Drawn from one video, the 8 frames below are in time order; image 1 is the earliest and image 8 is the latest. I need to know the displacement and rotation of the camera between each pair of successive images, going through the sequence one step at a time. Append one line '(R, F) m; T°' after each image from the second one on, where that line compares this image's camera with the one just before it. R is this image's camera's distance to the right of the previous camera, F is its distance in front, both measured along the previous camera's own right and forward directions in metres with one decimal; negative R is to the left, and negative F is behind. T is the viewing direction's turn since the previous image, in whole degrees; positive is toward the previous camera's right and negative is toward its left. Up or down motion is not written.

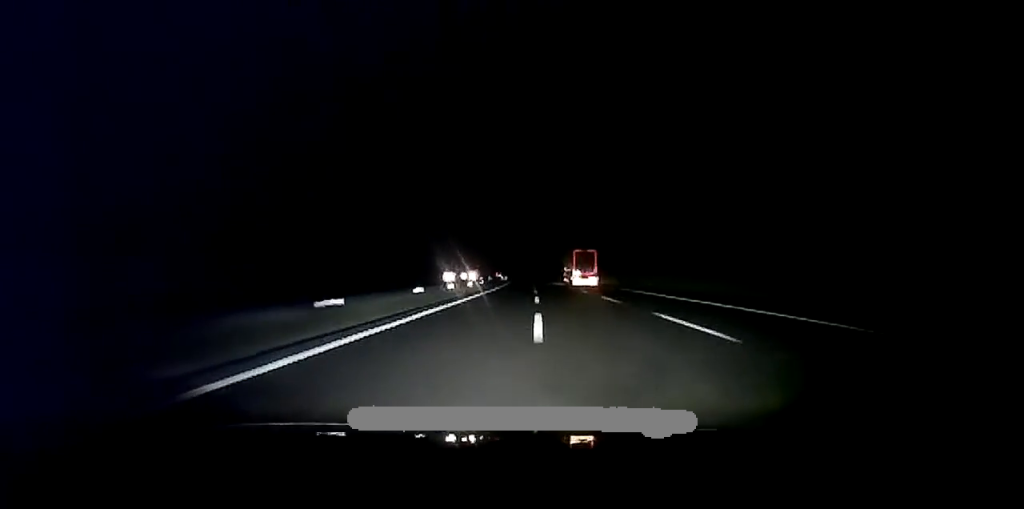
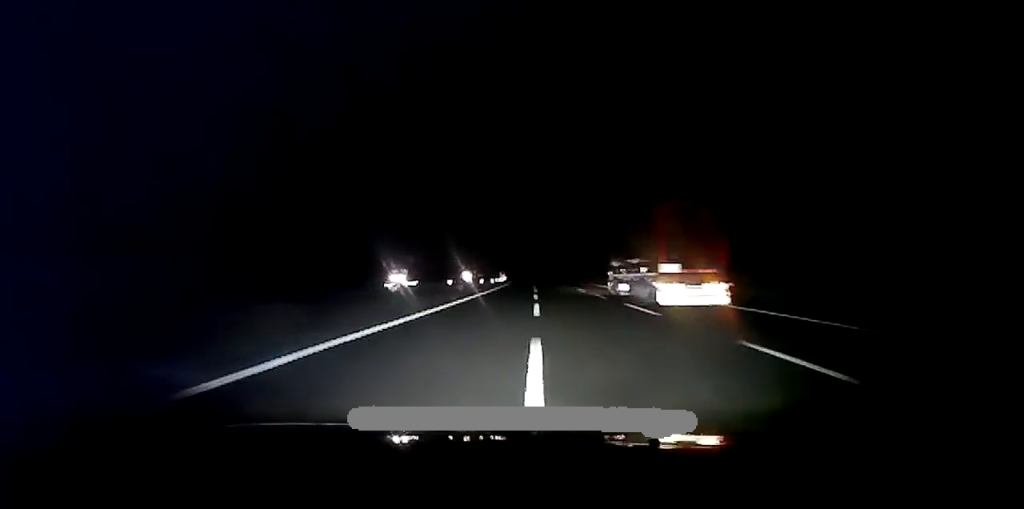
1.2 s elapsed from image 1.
(-0.8, +70.5) m; -1°
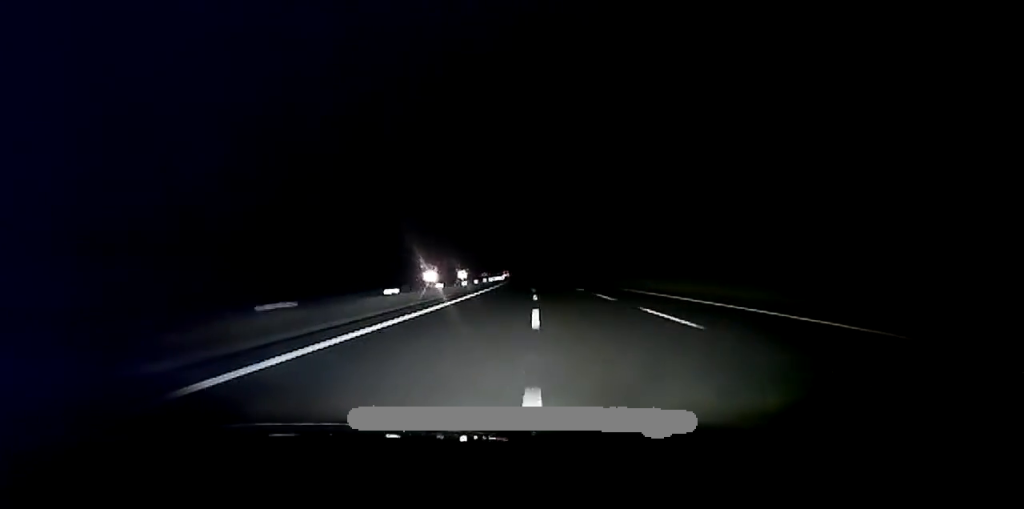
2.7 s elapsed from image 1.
(-1.7, +95.0) m; -2°
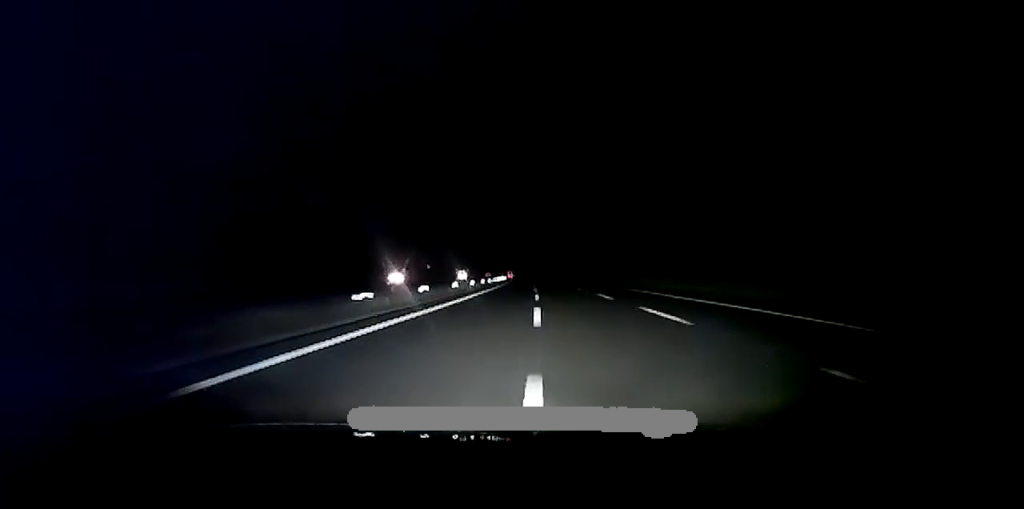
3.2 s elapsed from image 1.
(0.0, +29.3) m; 0°
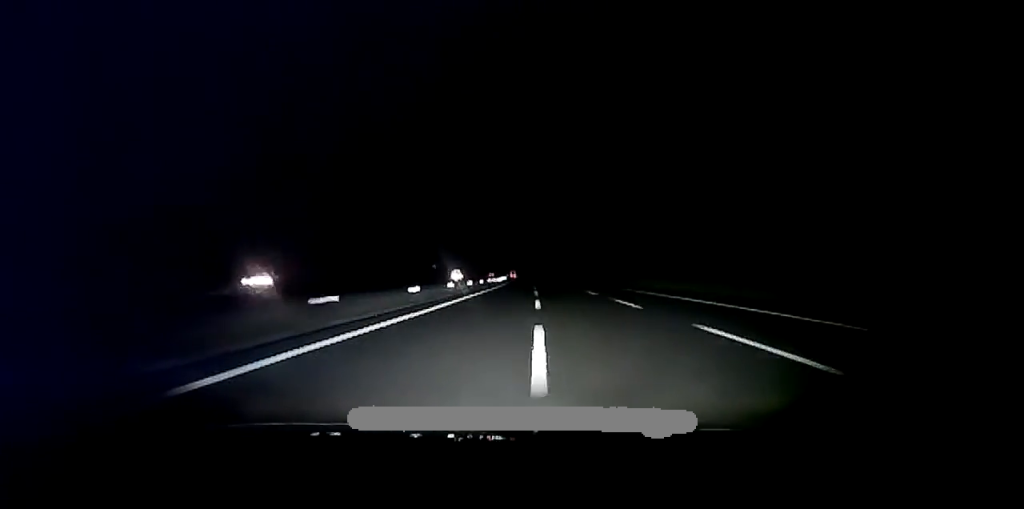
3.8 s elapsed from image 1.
(+0.1, +36.6) m; 0°
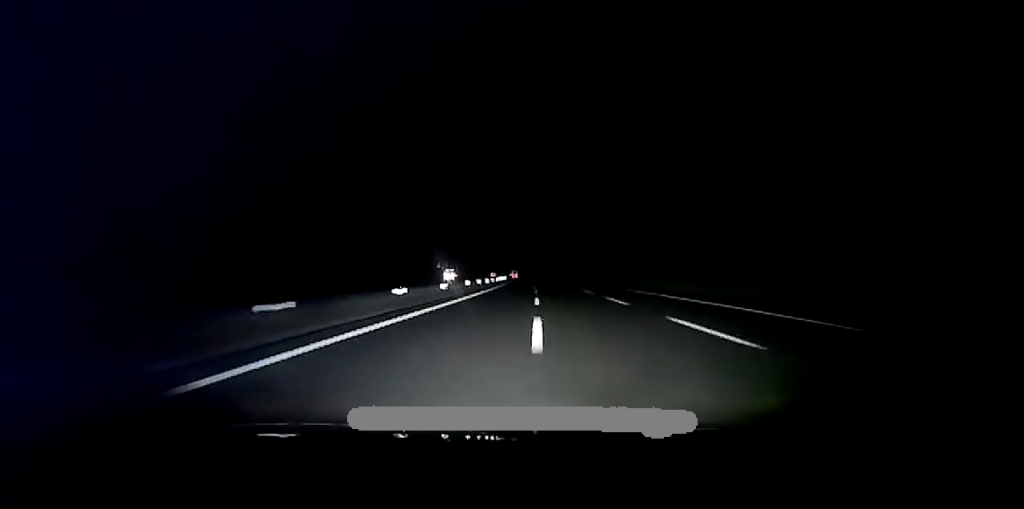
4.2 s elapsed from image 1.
(-0.3, +26.9) m; -1°
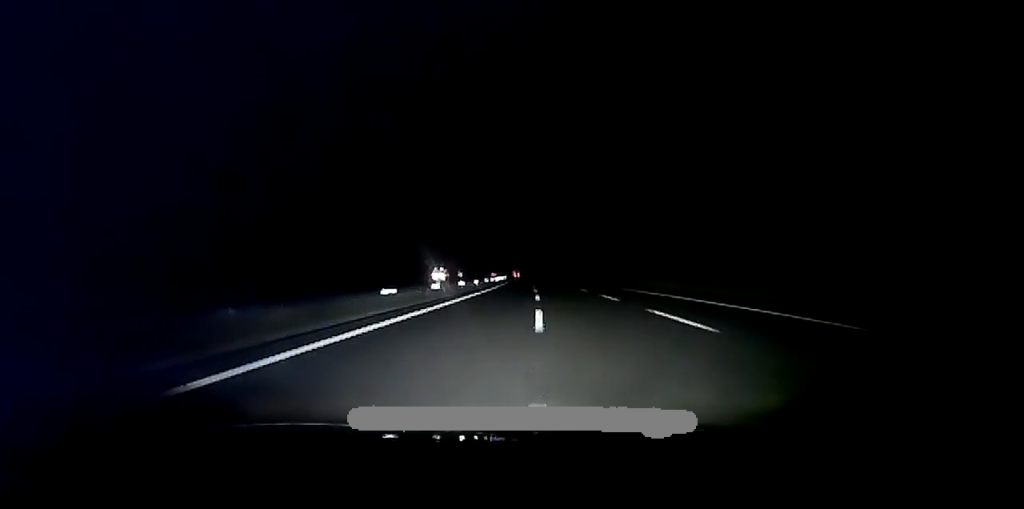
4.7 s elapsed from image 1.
(-0.1, +26.9) m; -1°
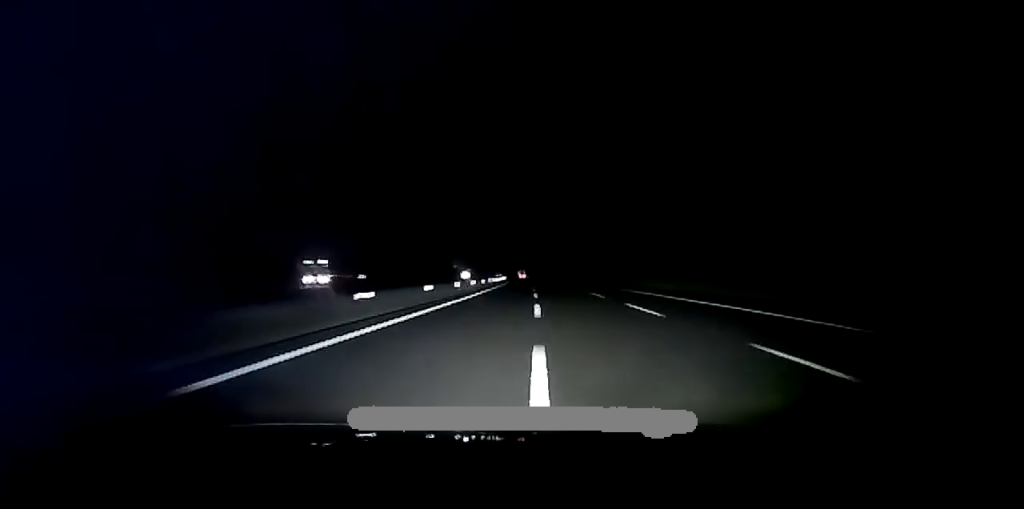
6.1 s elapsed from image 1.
(-1.3, +85.8) m; -2°
